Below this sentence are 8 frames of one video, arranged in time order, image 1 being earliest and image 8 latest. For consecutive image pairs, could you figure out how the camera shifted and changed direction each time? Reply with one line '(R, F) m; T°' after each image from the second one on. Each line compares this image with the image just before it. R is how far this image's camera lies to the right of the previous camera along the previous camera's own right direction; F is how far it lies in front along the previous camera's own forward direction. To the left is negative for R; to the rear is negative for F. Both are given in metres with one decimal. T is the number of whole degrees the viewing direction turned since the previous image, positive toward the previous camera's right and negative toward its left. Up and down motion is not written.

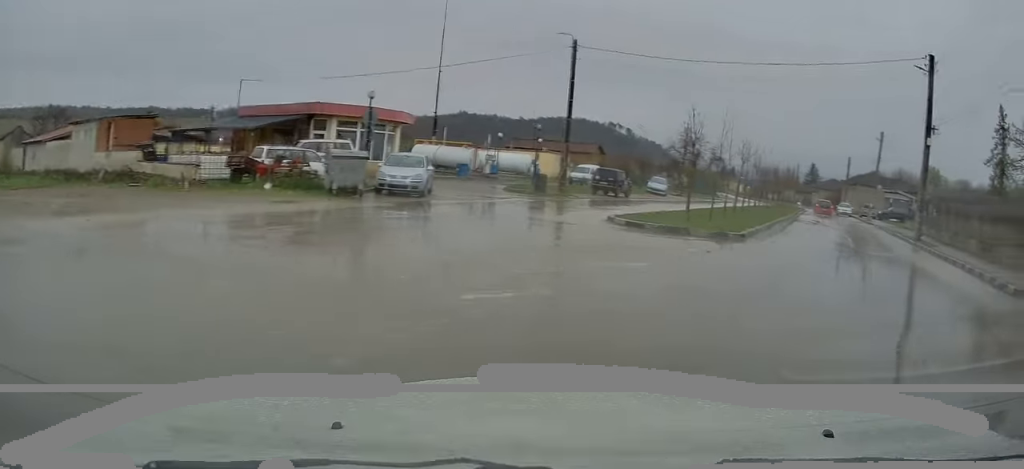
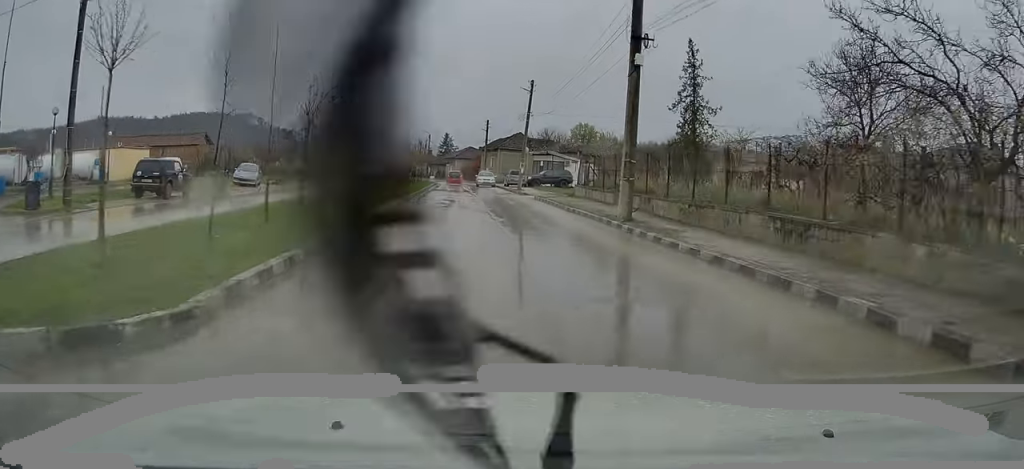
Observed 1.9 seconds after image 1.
(+3.8, +10.7) m; +24°
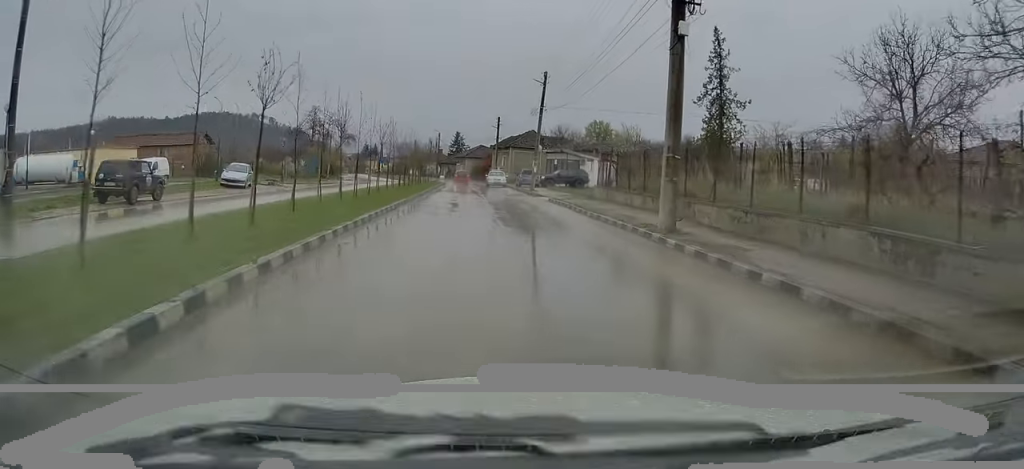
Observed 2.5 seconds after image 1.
(0.0, +3.4) m; -1°
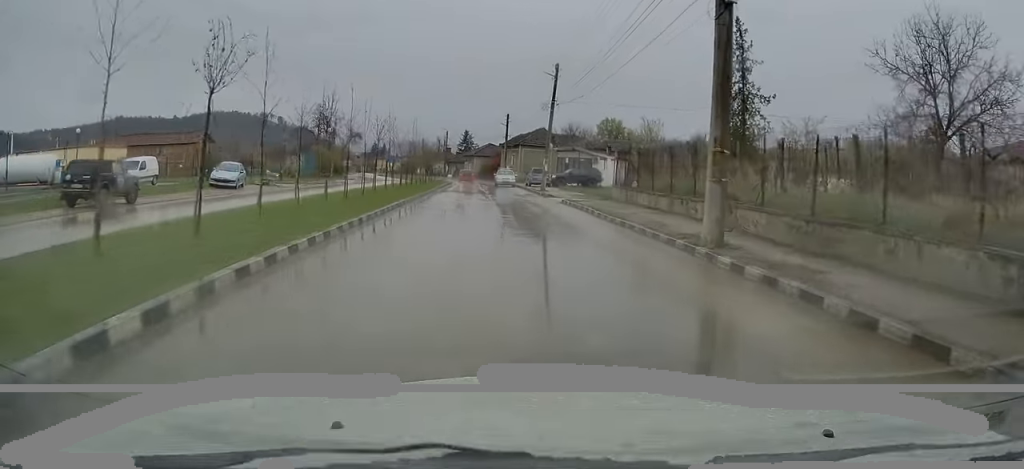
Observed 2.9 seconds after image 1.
(0.0, +2.6) m; 0°
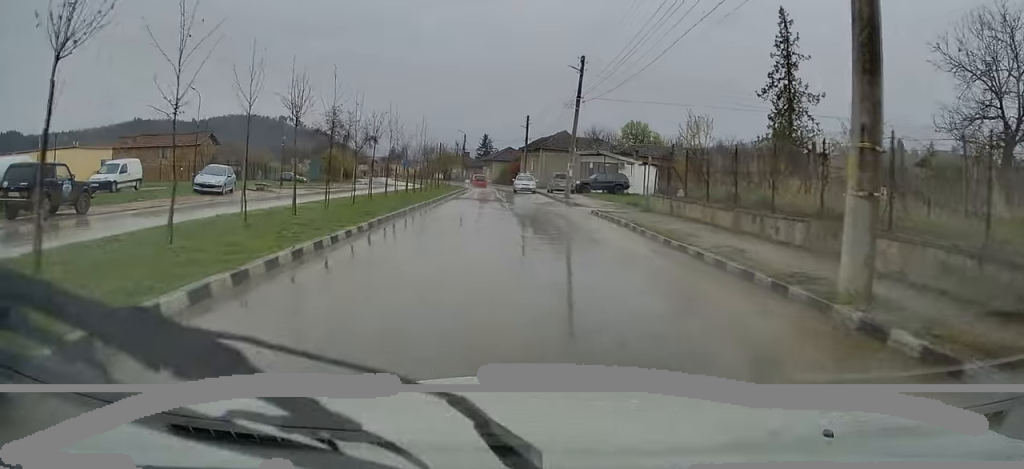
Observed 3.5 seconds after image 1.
(0.0, +4.2) m; 0°
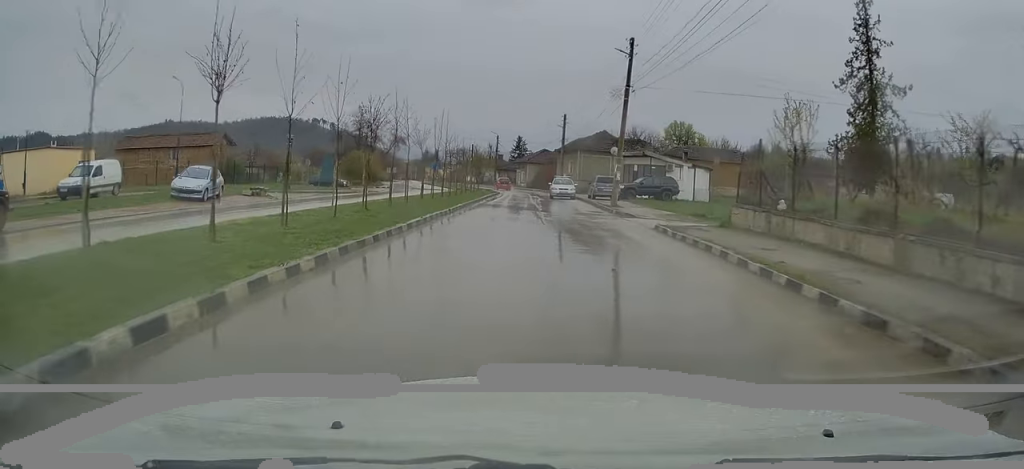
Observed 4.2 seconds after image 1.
(0.0, +5.5) m; -2°
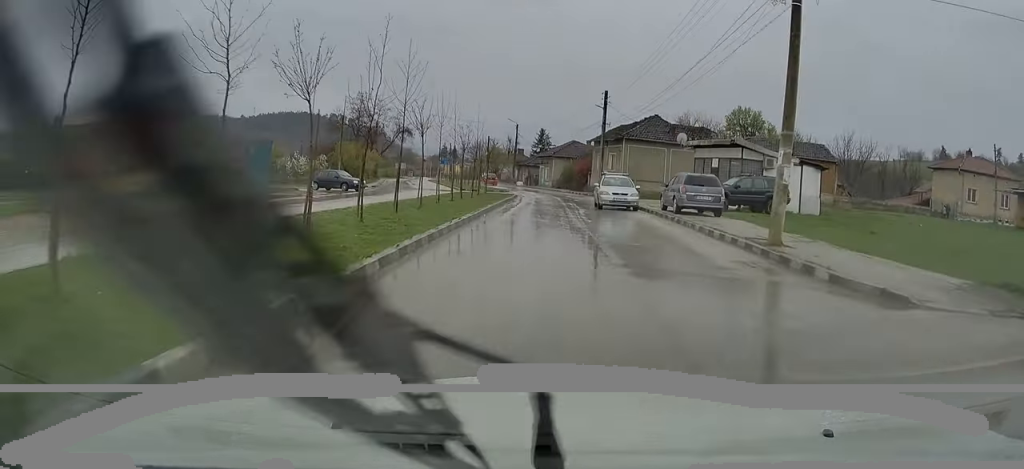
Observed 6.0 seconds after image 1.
(-0.8, +16.3) m; -4°
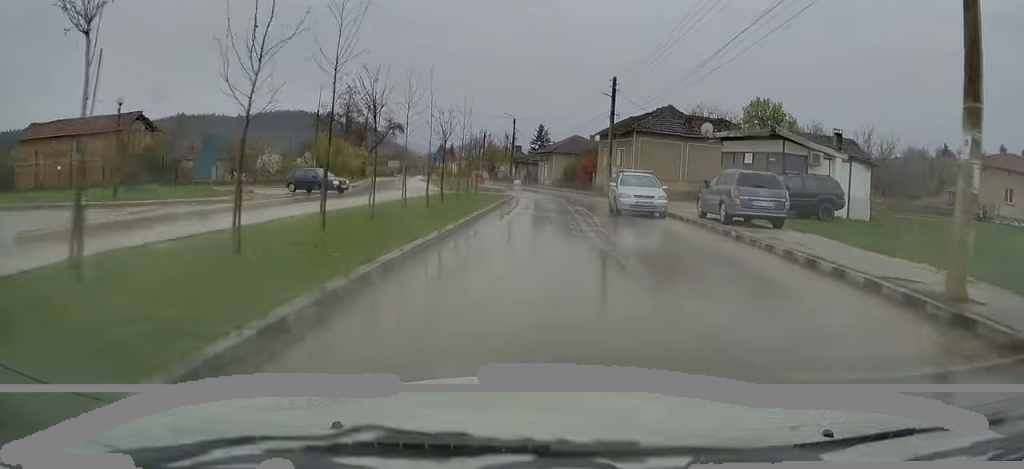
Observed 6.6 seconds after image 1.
(+0.2, +5.8) m; 0°
